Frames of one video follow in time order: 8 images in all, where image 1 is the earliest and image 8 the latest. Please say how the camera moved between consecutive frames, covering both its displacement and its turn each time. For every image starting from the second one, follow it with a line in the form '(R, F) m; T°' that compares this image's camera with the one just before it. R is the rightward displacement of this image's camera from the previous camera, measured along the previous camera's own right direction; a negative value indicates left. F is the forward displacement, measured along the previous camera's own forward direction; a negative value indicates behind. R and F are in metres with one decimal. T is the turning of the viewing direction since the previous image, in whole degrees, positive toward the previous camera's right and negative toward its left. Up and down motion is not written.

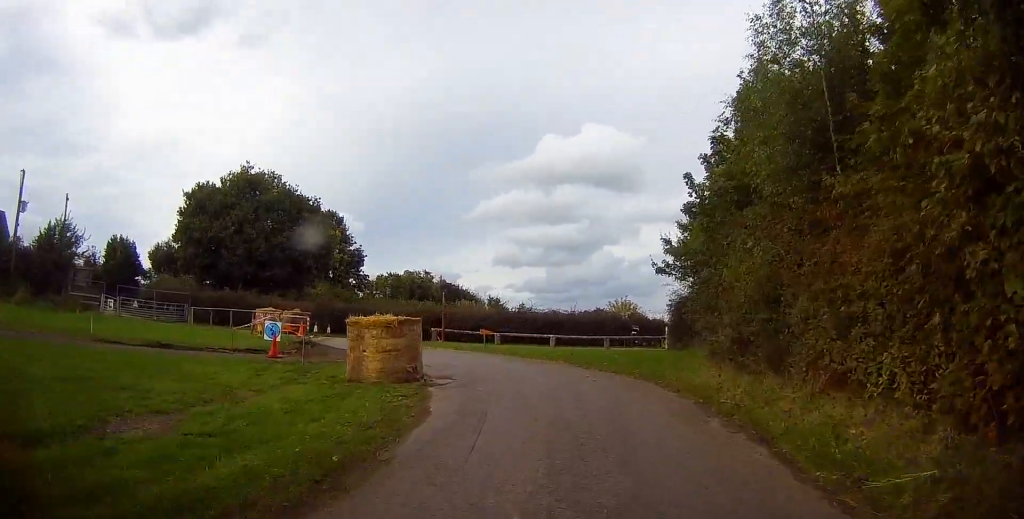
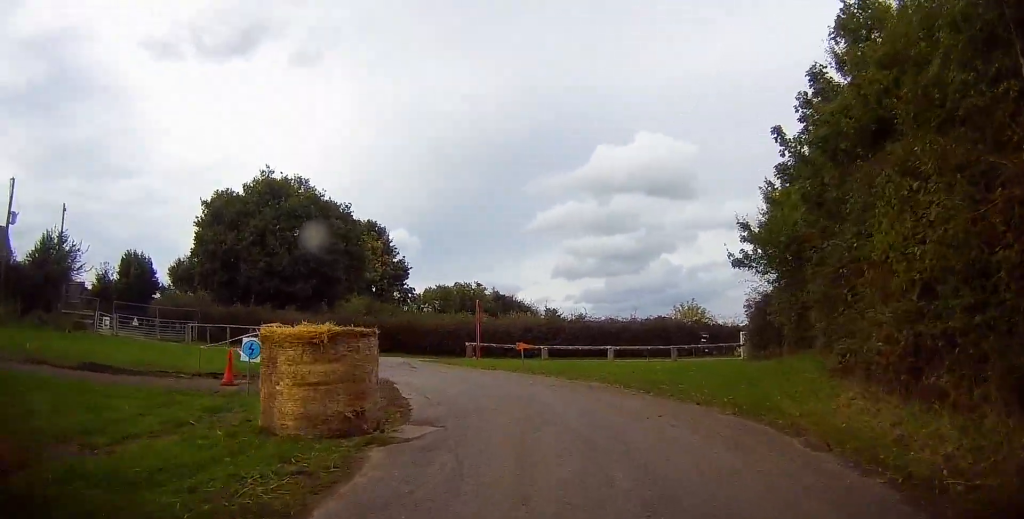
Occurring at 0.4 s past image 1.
(+0.5, +6.3) m; -4°
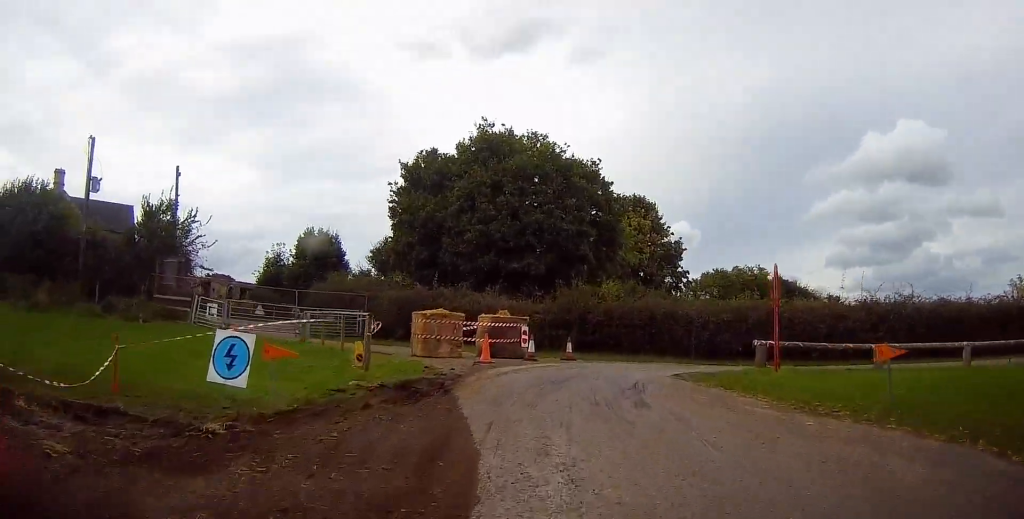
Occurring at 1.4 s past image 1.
(-2.0, +11.8) m; -17°
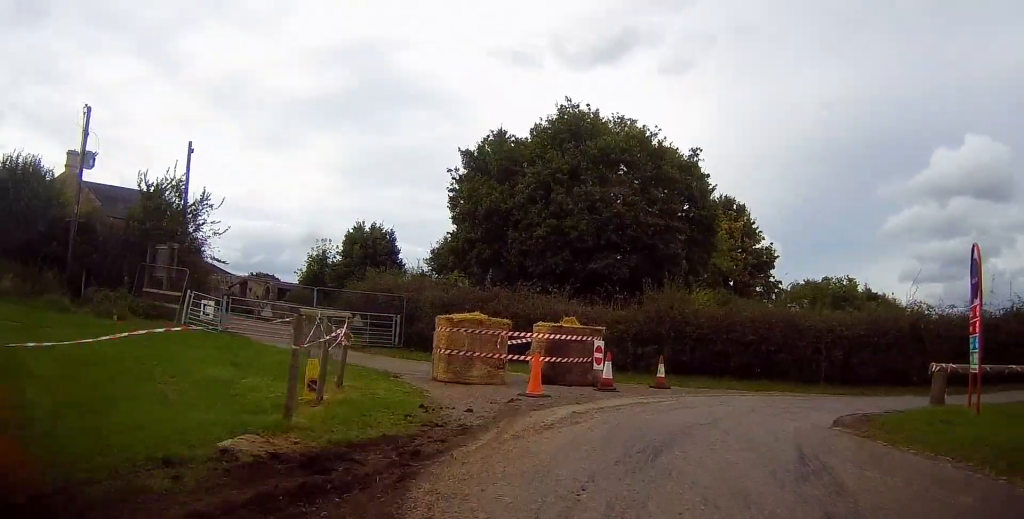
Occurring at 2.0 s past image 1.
(-0.8, +5.7) m; -1°
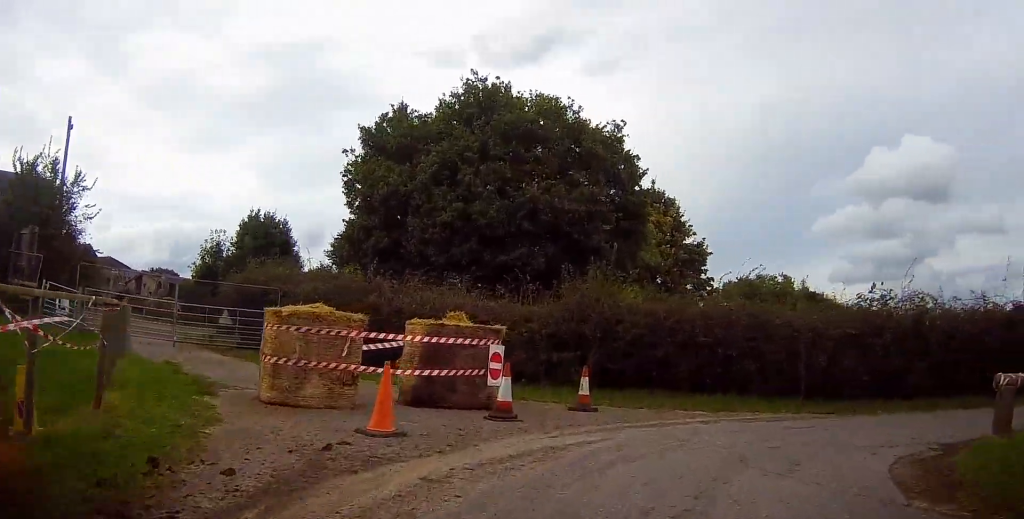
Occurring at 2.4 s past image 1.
(-0.8, +4.7) m; +1°
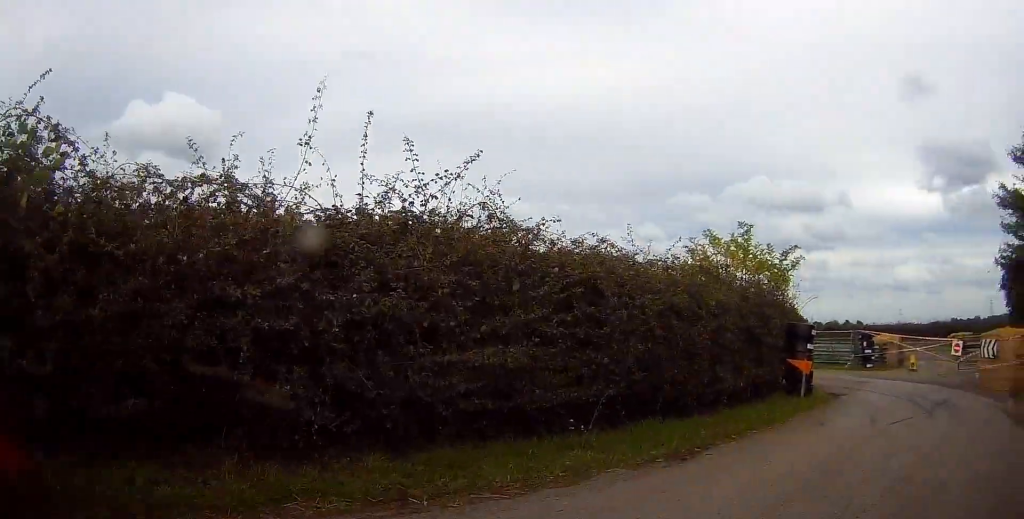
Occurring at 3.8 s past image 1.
(+4.5, +8.2) m; +56°
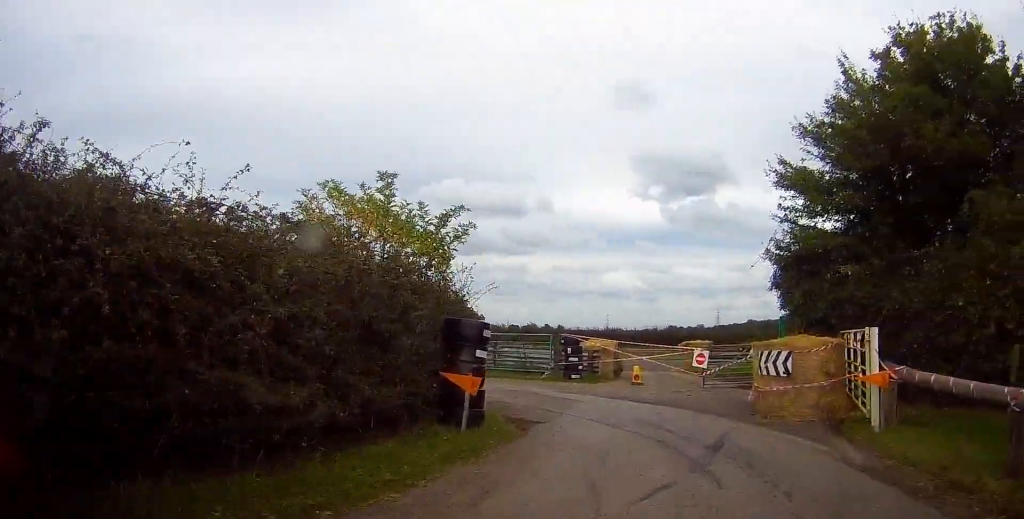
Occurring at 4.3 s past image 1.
(+0.9, +3.8) m; +16°
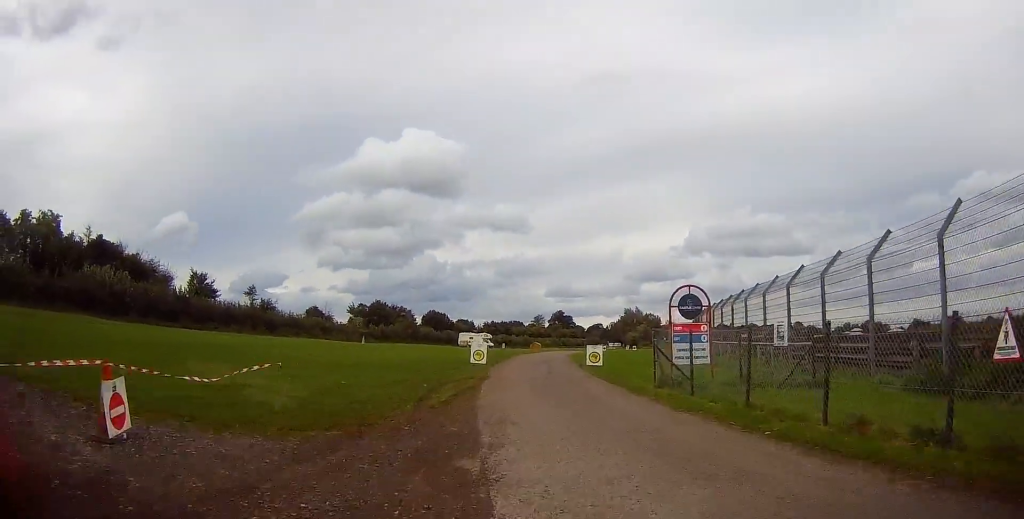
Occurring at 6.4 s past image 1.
(-2.5, +19.5) m; -31°
